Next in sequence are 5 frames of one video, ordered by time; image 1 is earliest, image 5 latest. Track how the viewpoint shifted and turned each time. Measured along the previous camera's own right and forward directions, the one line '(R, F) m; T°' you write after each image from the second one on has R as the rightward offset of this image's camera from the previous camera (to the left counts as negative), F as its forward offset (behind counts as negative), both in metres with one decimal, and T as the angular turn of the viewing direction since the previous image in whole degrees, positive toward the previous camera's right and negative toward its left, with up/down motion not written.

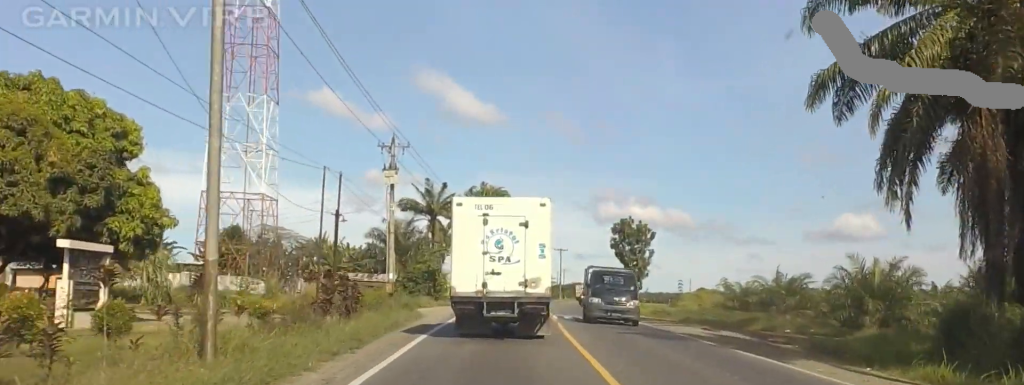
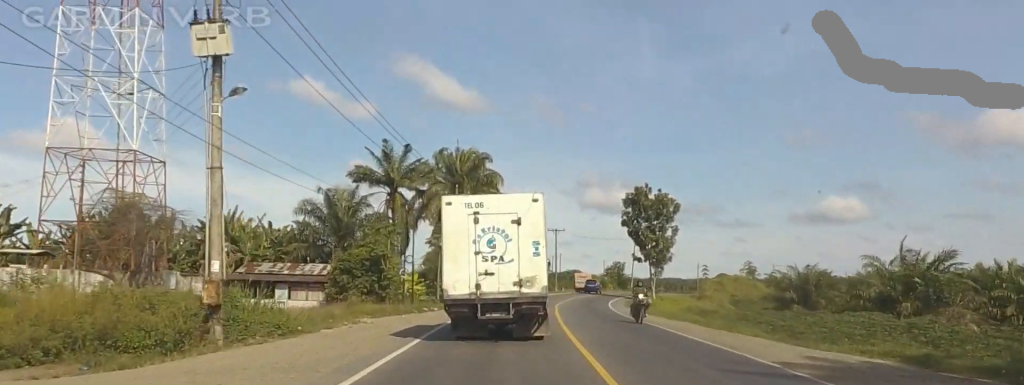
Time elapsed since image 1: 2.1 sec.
(-1.0, +28.3) m; 0°
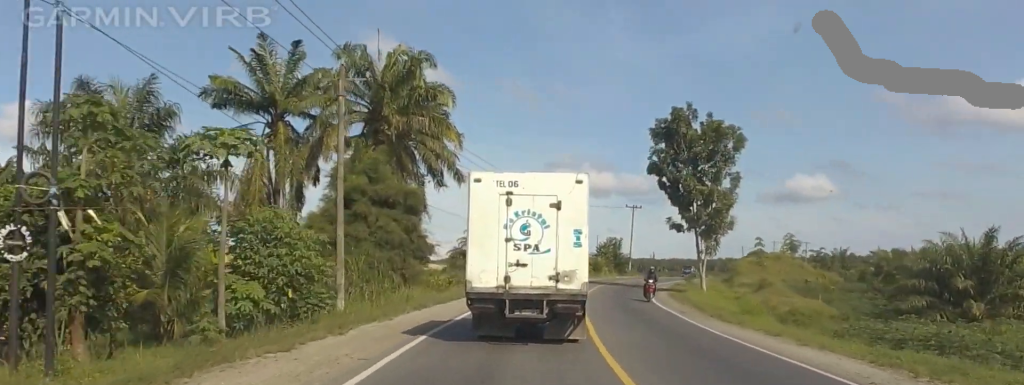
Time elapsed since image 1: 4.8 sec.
(+0.1, +36.3) m; +1°
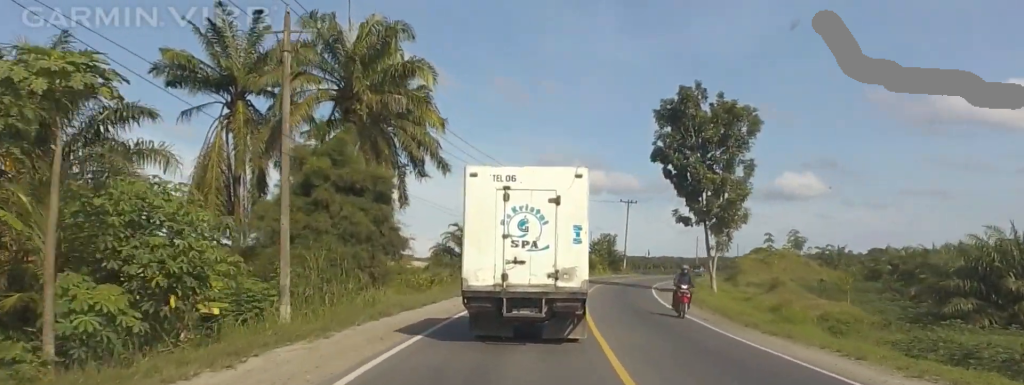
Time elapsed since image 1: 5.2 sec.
(-0.1, +5.9) m; +1°
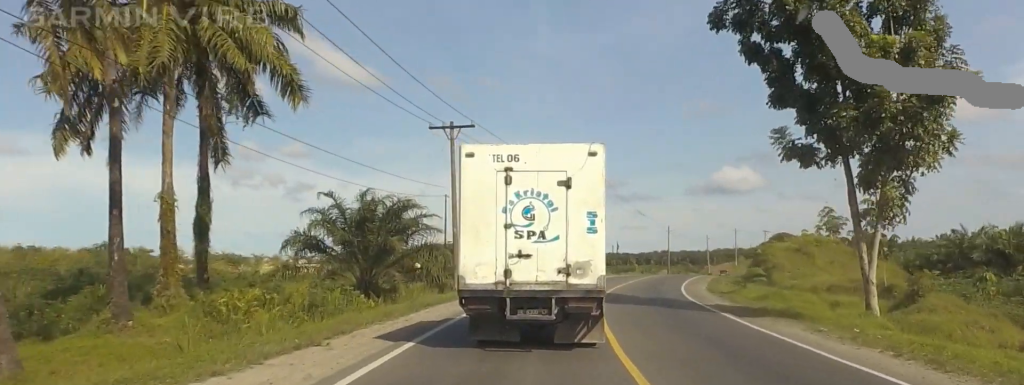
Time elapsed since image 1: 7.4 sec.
(+0.9, +28.9) m; +2°
